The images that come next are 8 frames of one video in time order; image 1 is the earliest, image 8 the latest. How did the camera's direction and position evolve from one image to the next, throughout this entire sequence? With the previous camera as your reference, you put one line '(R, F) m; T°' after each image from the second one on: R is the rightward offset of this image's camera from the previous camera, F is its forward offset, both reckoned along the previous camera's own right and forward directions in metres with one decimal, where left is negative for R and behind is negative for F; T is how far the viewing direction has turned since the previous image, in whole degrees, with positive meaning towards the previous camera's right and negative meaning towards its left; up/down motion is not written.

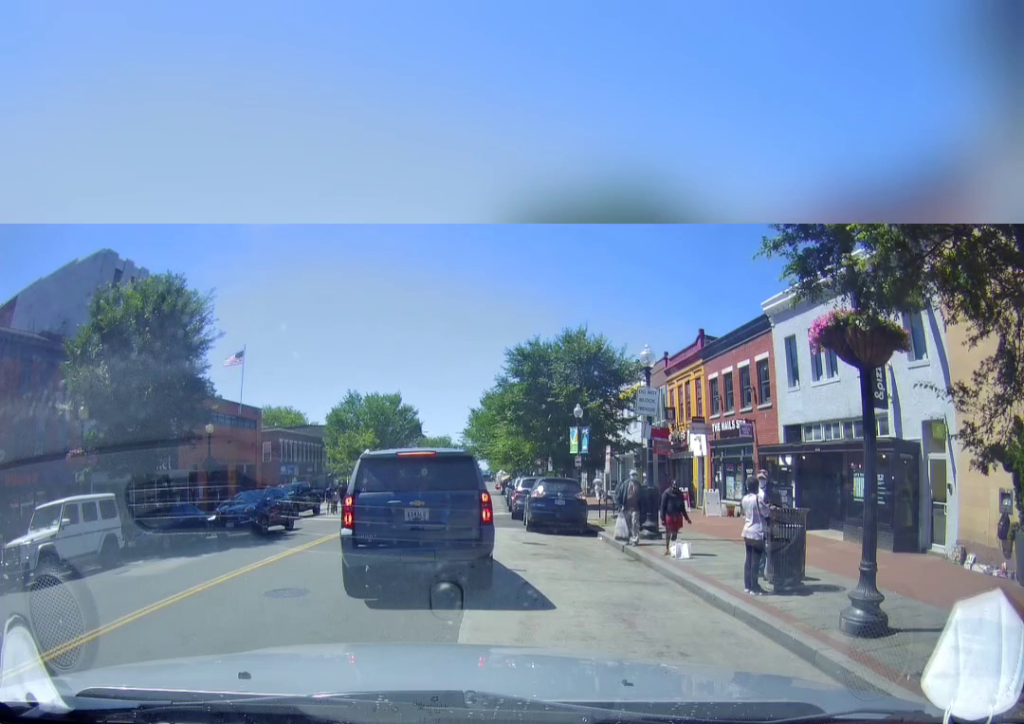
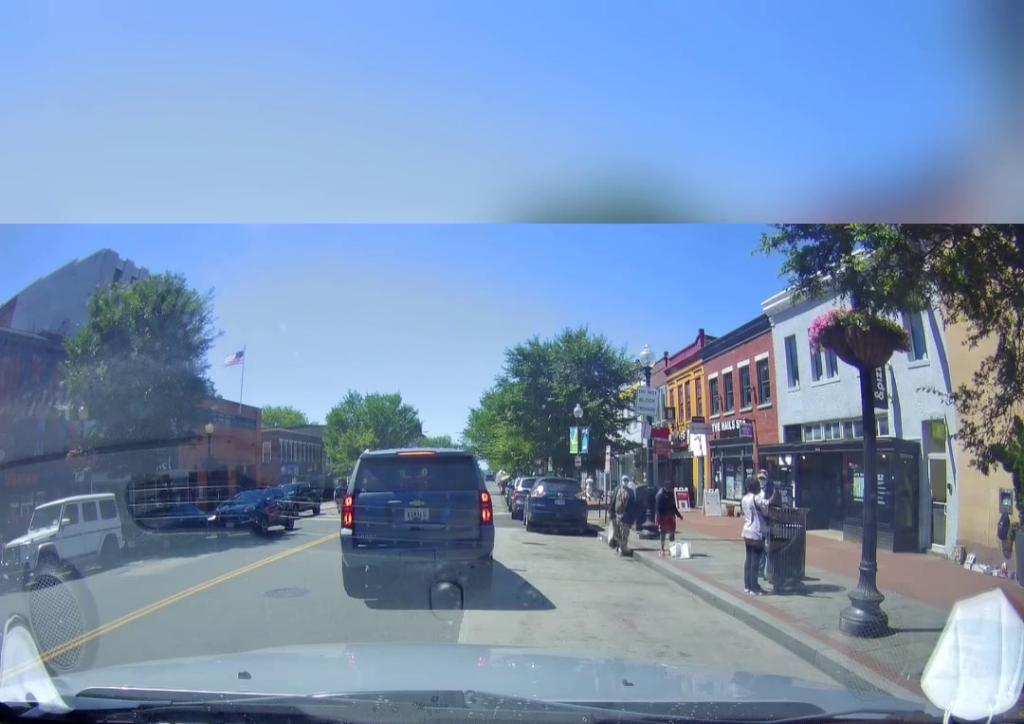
(-0.1, 0.0) m; 0°
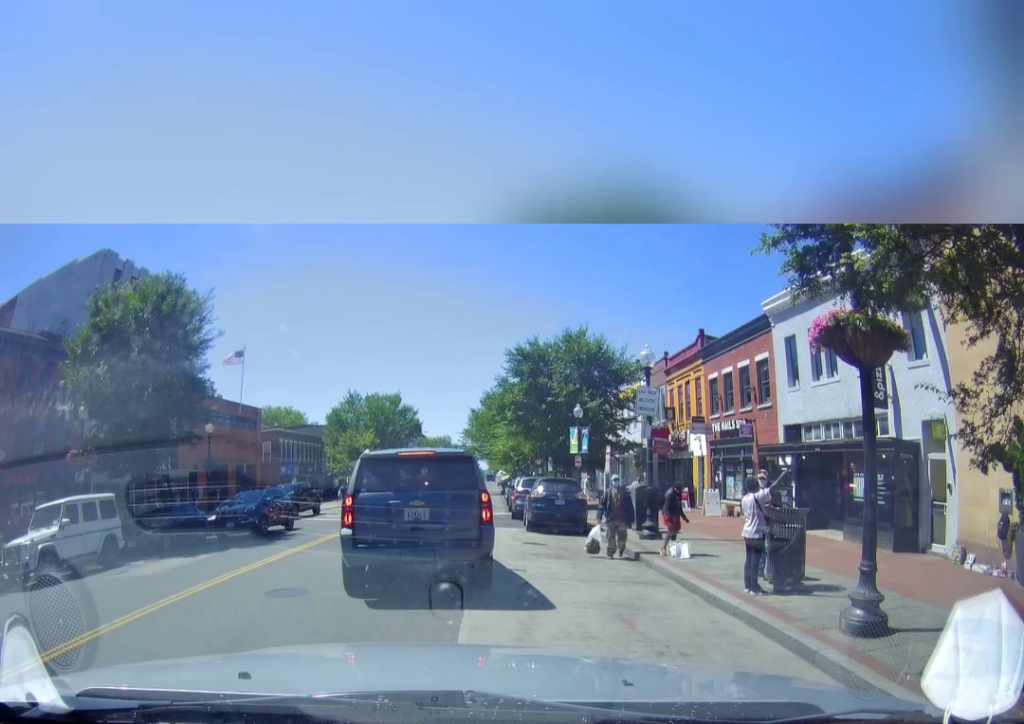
(-0.1, 0.0) m; 0°
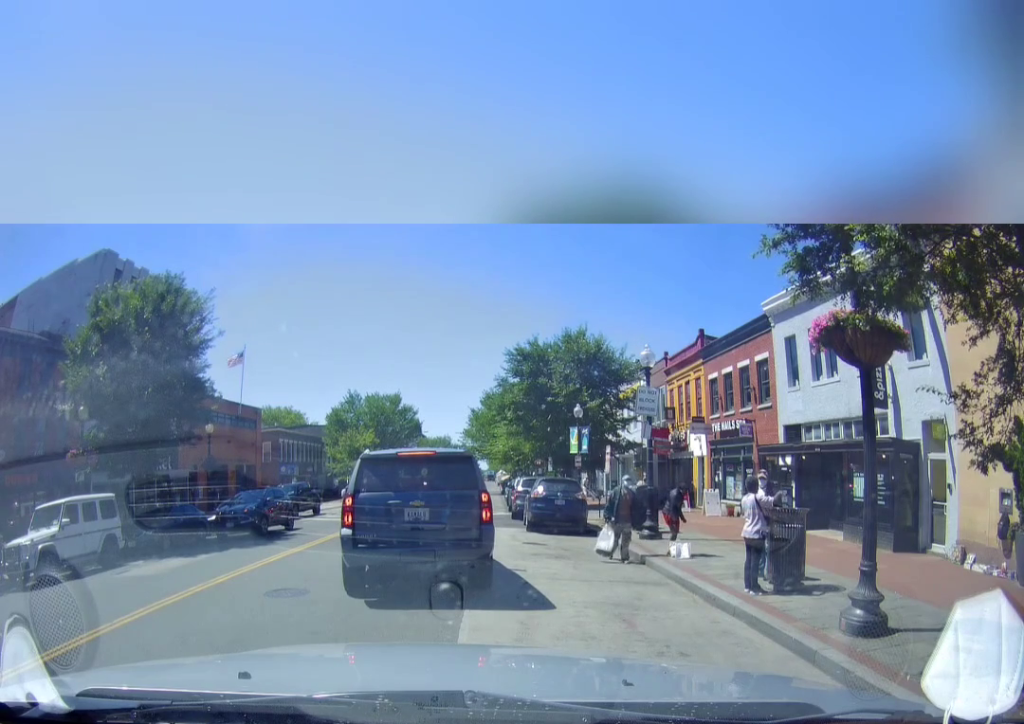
(0.0, 0.0) m; 0°
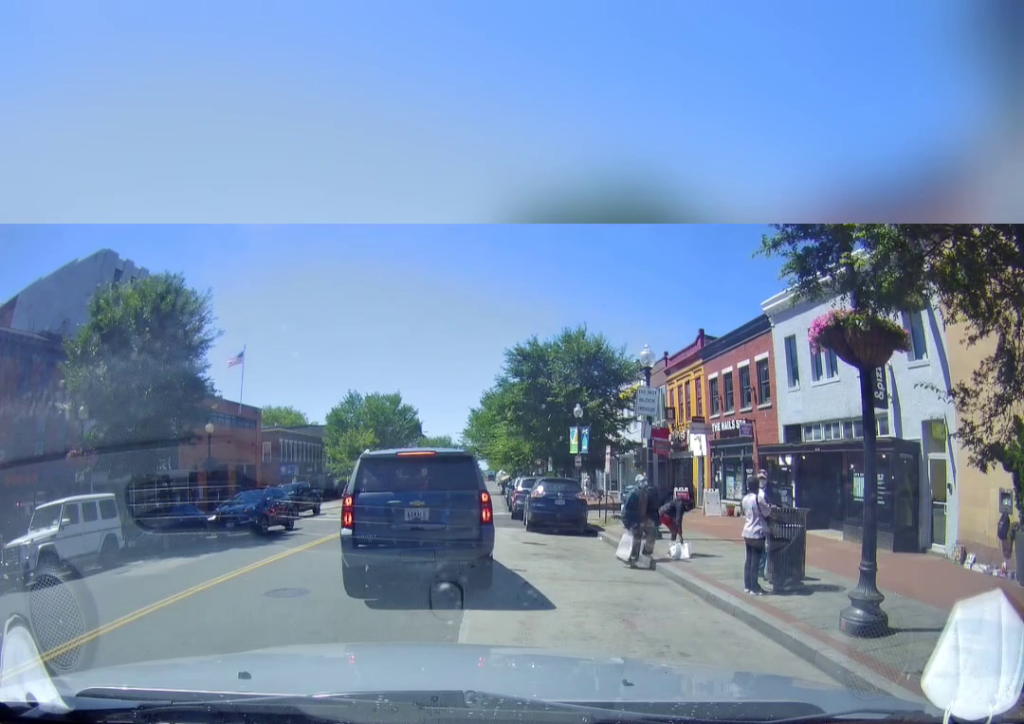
(0.0, 0.0) m; 0°
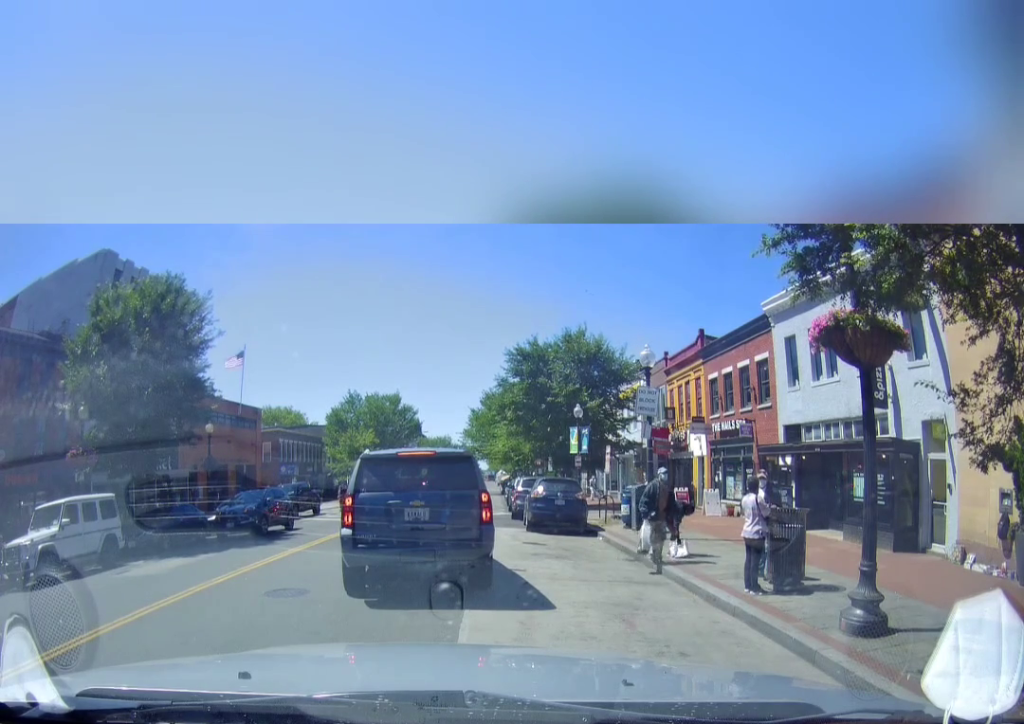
(0.0, 0.0) m; 0°
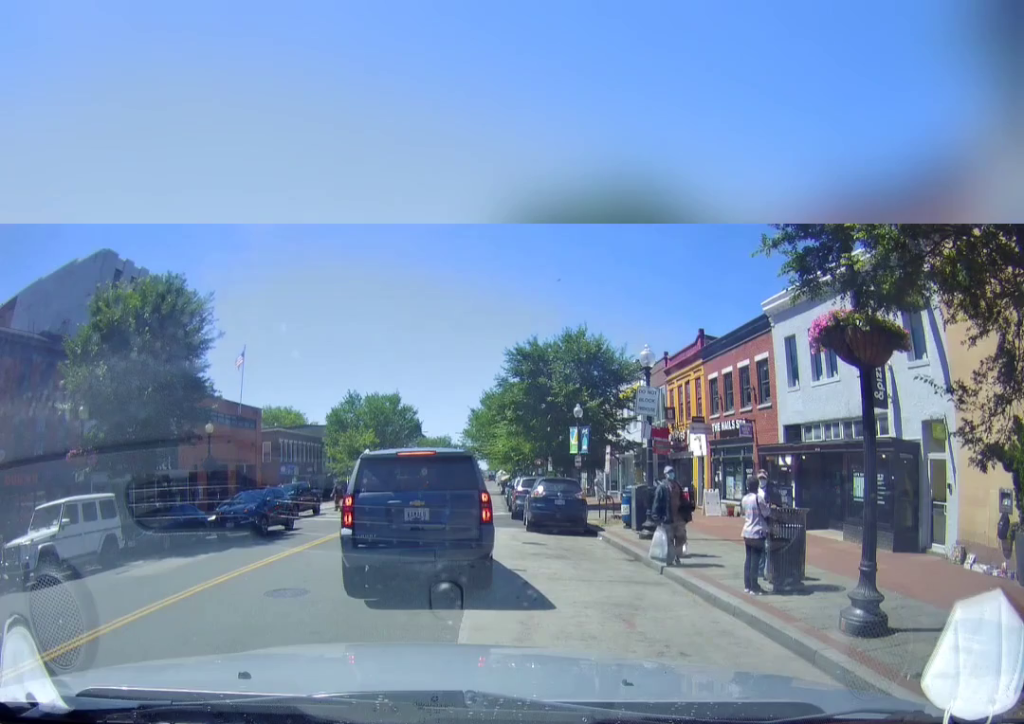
(0.0, 0.0) m; 0°
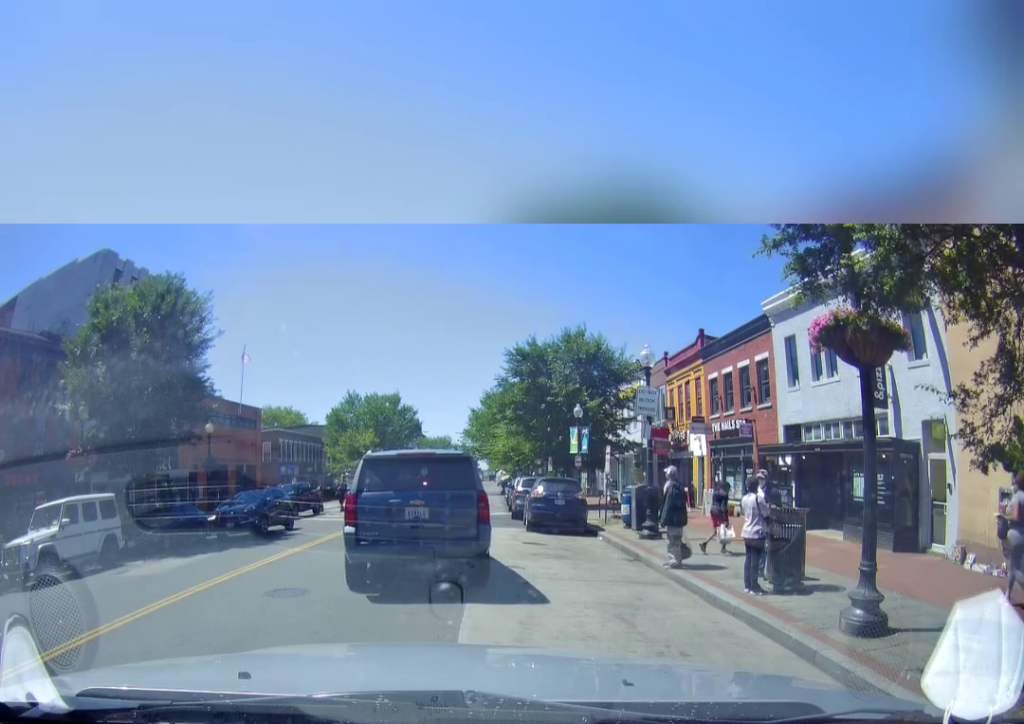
(0.0, 0.0) m; 0°
